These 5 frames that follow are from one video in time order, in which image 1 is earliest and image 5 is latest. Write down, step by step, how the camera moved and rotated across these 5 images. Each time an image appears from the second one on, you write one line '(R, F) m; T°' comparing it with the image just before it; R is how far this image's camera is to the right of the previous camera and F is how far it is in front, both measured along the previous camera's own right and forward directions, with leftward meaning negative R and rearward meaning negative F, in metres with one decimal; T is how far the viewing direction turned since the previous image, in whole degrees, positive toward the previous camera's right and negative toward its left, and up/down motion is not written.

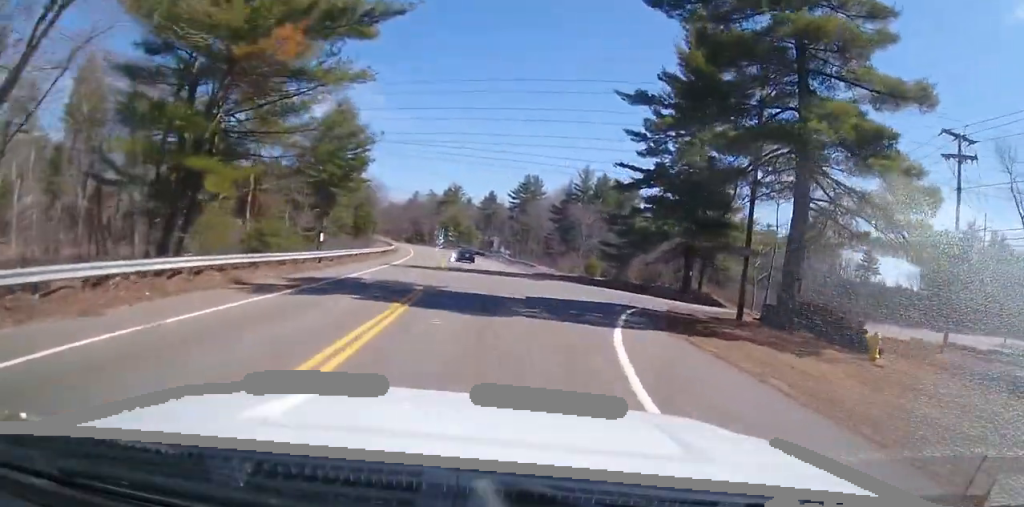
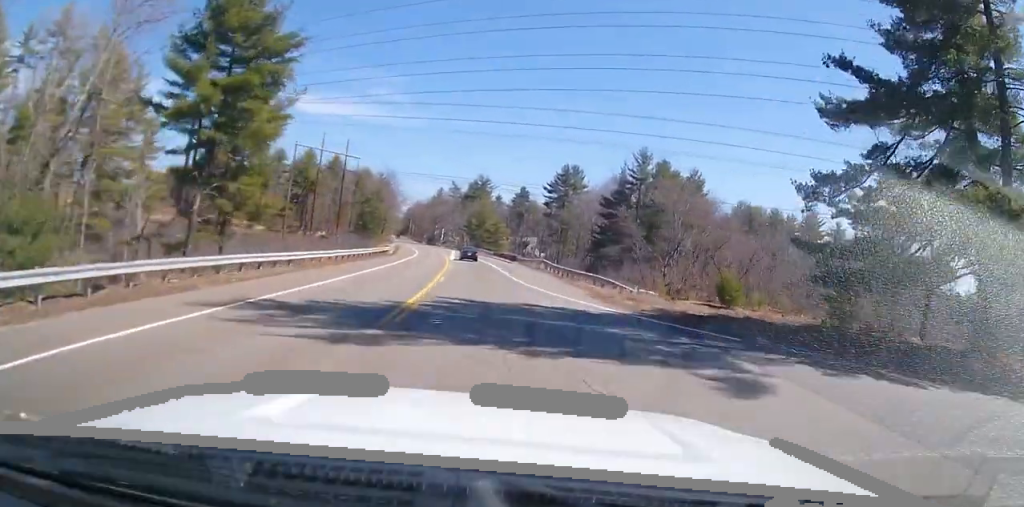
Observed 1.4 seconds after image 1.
(-0.6, +28.2) m; -2°
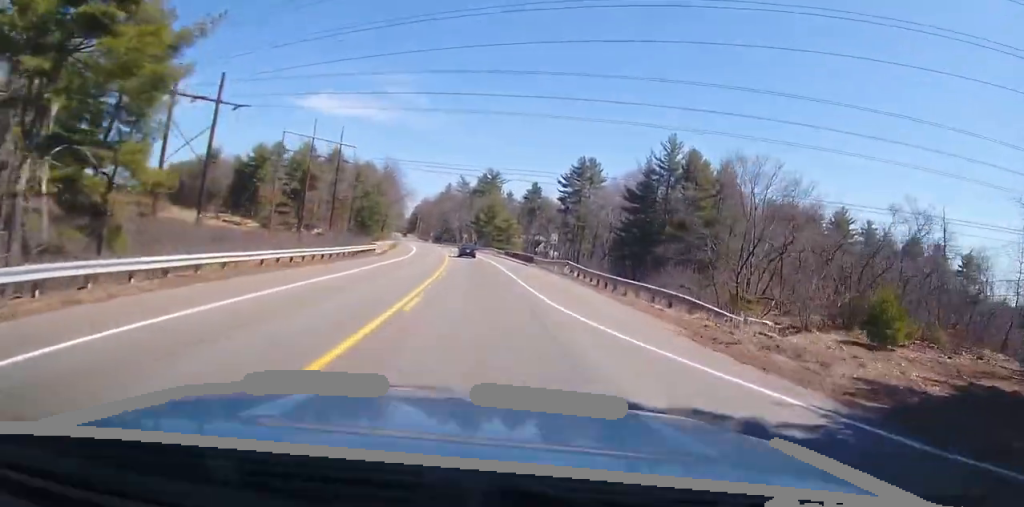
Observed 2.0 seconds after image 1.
(0.0, +12.1) m; -2°
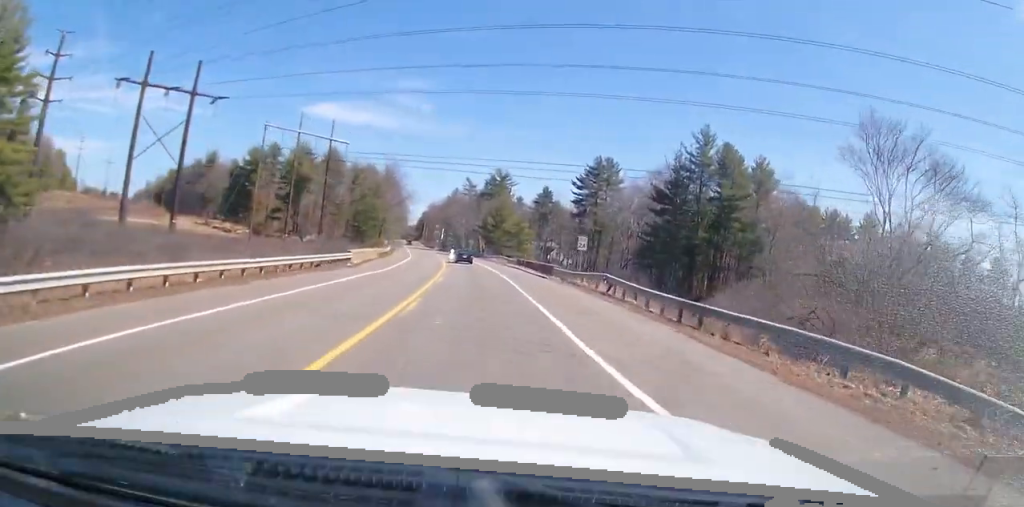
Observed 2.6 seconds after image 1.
(+0.1, +12.1) m; -3°
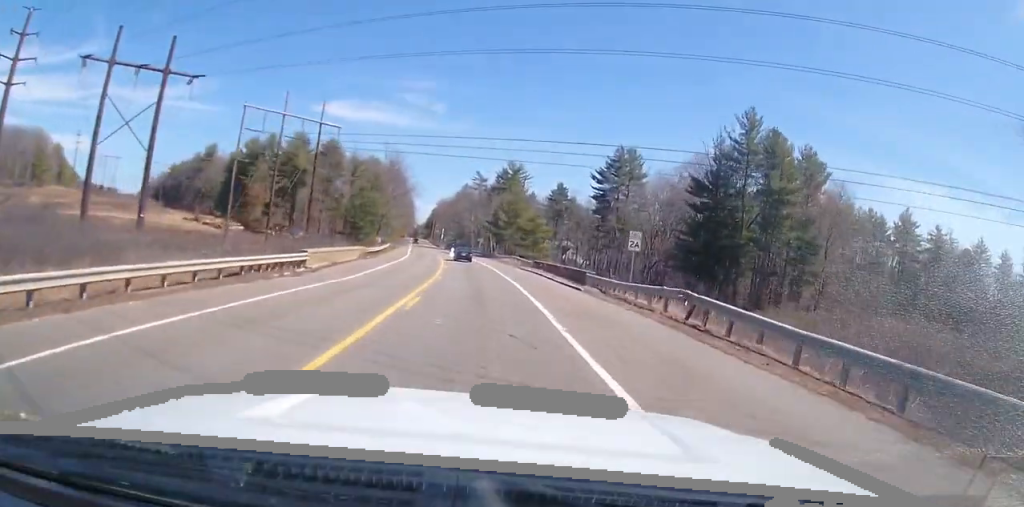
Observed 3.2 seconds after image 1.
(-0.7, +12.0) m; -6°
